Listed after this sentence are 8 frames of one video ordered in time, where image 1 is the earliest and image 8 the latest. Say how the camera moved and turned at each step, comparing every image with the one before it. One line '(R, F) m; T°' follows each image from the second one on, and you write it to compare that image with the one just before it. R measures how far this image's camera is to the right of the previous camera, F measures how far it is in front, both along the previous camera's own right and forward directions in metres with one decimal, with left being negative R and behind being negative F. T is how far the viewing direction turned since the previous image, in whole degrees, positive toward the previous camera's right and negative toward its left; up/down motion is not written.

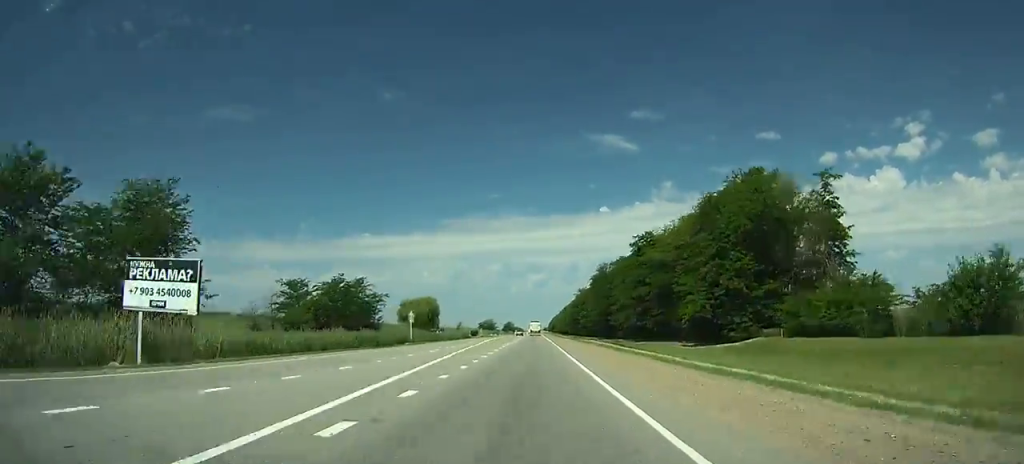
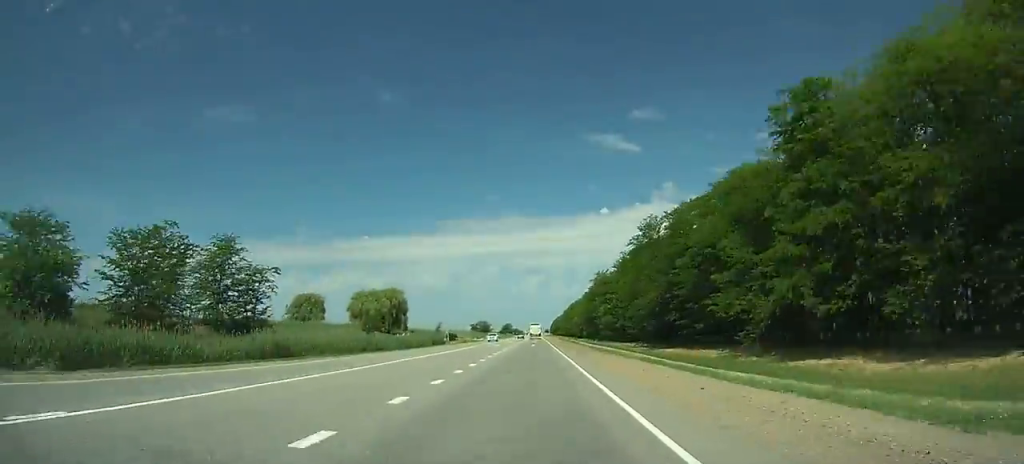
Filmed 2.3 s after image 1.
(-0.1, +56.6) m; 0°
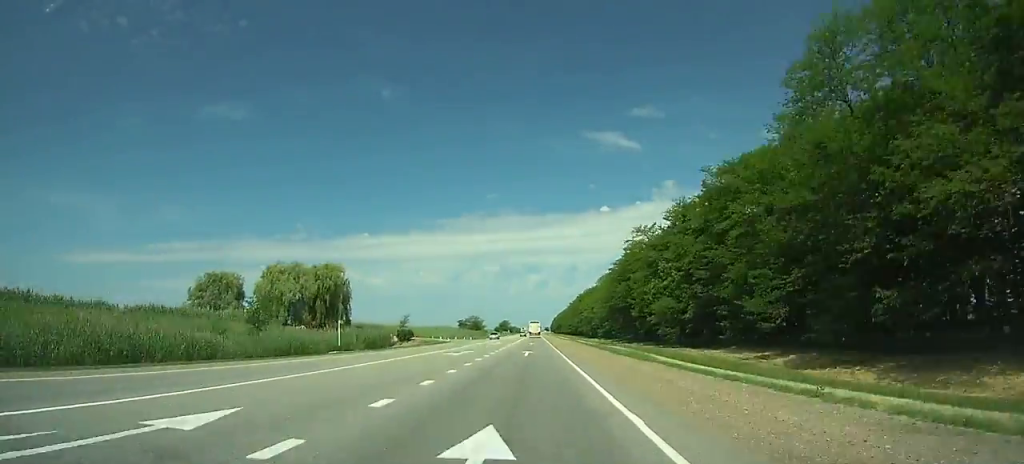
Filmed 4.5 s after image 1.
(0.0, +54.3) m; 0°
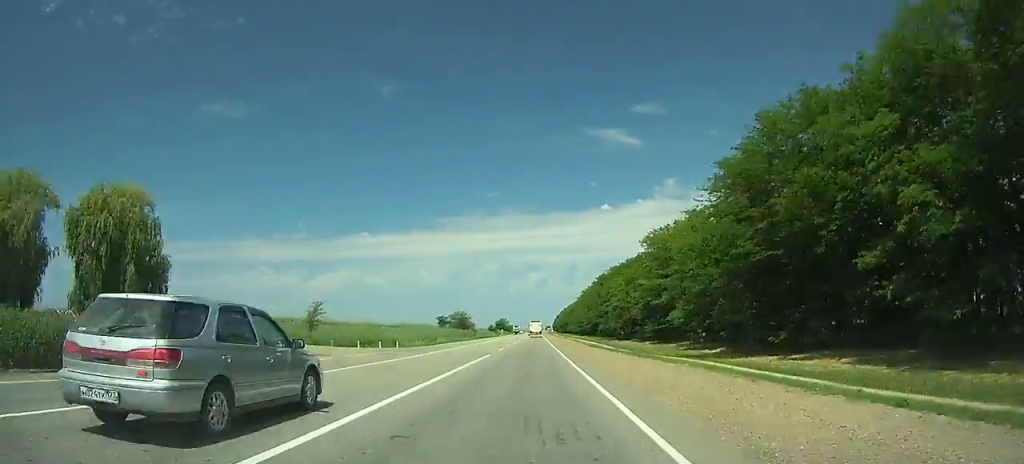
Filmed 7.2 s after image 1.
(-0.2, +67.6) m; 0°
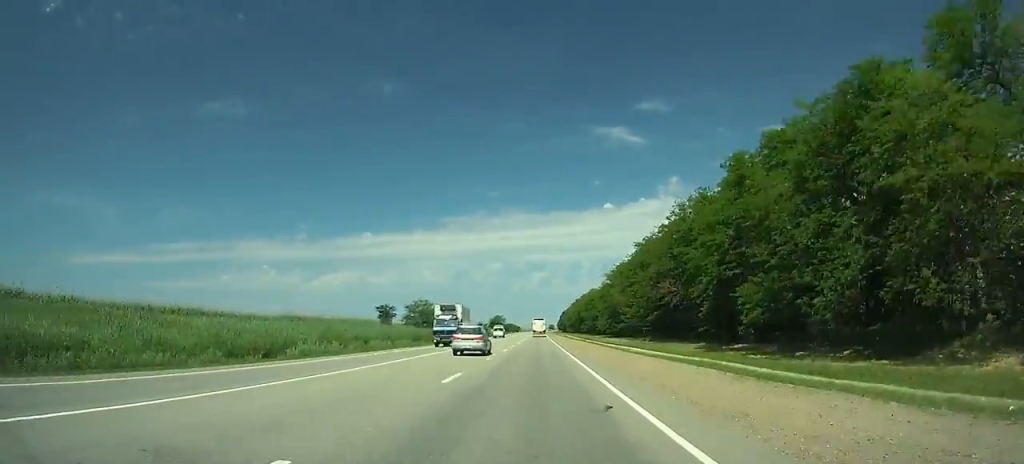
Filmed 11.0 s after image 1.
(+0.4, +96.4) m; 0°
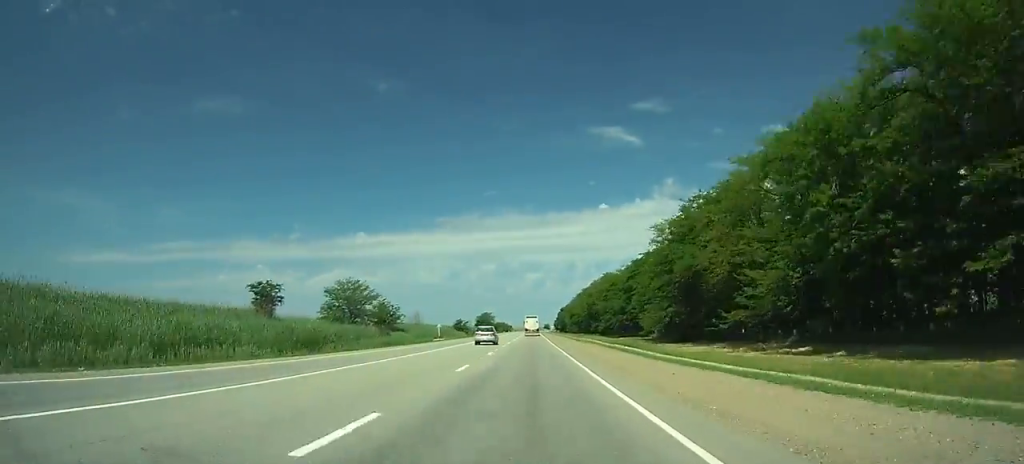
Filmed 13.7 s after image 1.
(-0.1, +69.0) m; 0°
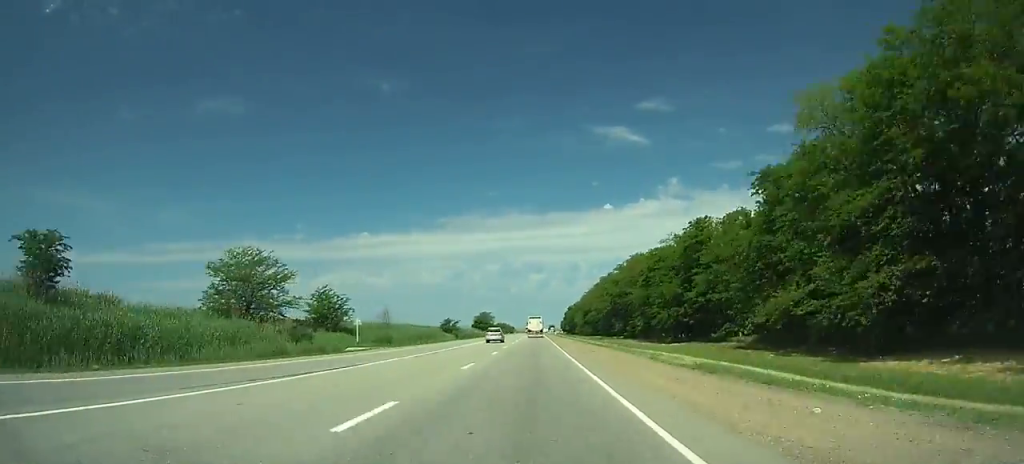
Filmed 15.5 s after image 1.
(+0.1, +45.7) m; 0°
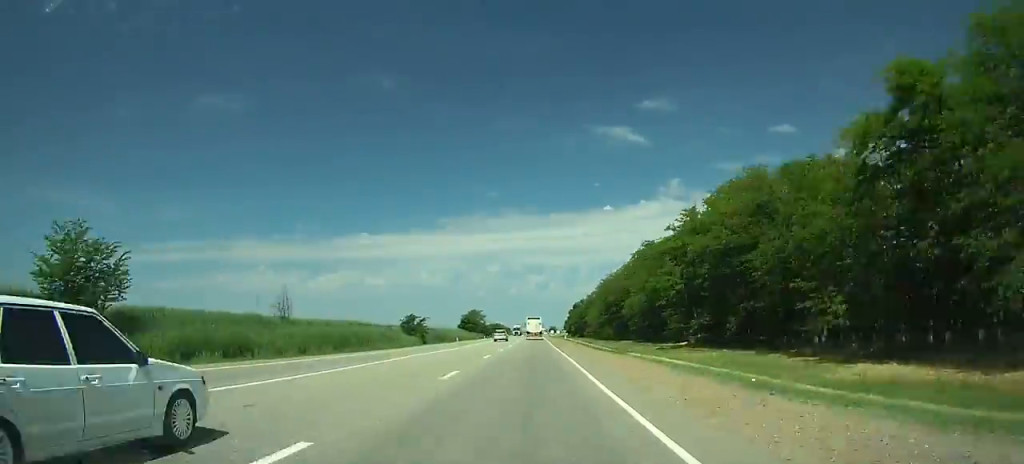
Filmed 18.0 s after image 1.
(+0.1, +62.9) m; 0°
